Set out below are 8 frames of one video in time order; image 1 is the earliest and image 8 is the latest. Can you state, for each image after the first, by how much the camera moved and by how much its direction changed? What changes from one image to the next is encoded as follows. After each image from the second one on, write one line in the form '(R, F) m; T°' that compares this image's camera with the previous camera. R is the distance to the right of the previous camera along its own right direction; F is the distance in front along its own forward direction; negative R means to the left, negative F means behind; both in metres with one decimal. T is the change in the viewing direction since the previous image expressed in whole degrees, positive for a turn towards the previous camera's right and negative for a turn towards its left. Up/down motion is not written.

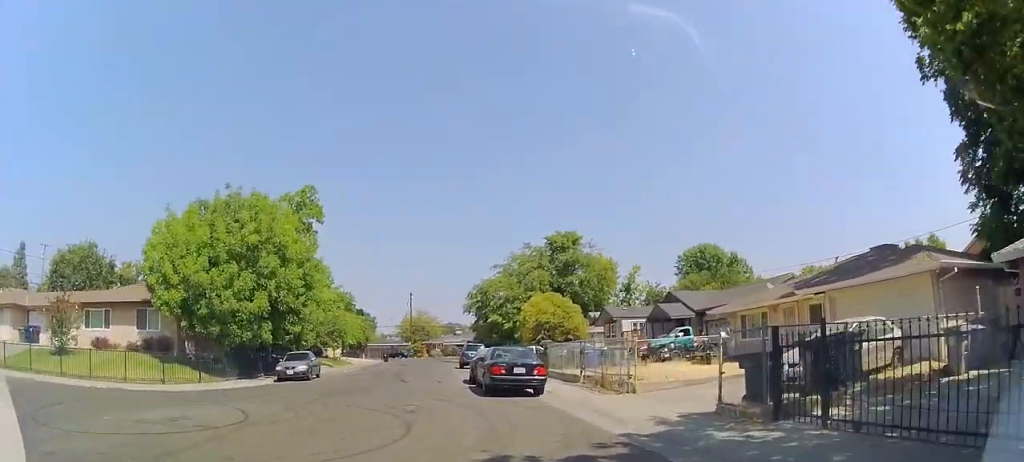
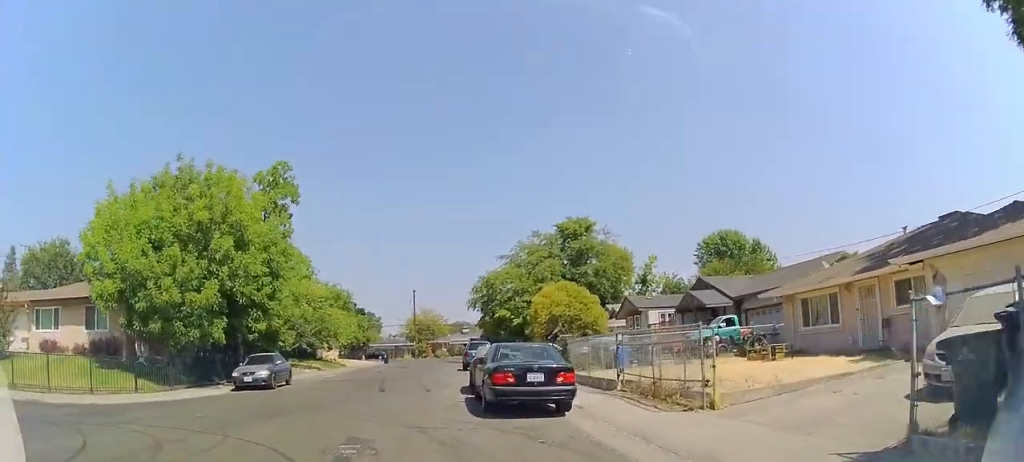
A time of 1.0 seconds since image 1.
(-0.1, +5.7) m; -4°
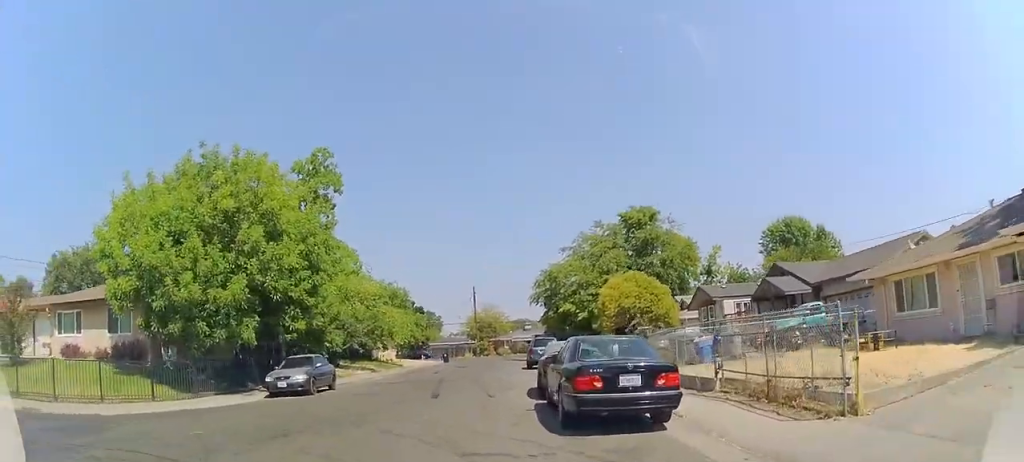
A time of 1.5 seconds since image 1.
(-0.2, +2.7) m; -3°
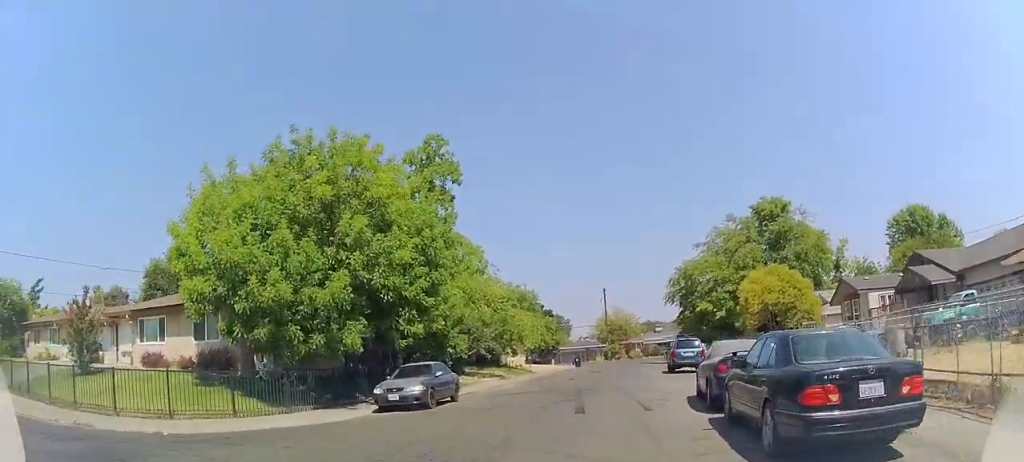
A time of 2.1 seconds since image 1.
(-0.1, +3.0) m; -9°
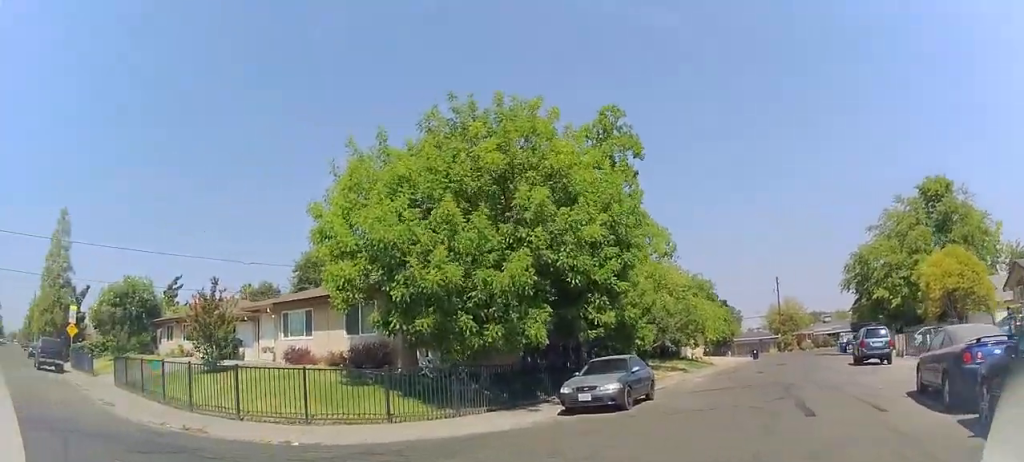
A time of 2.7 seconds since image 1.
(+0.4, +2.7) m; -12°
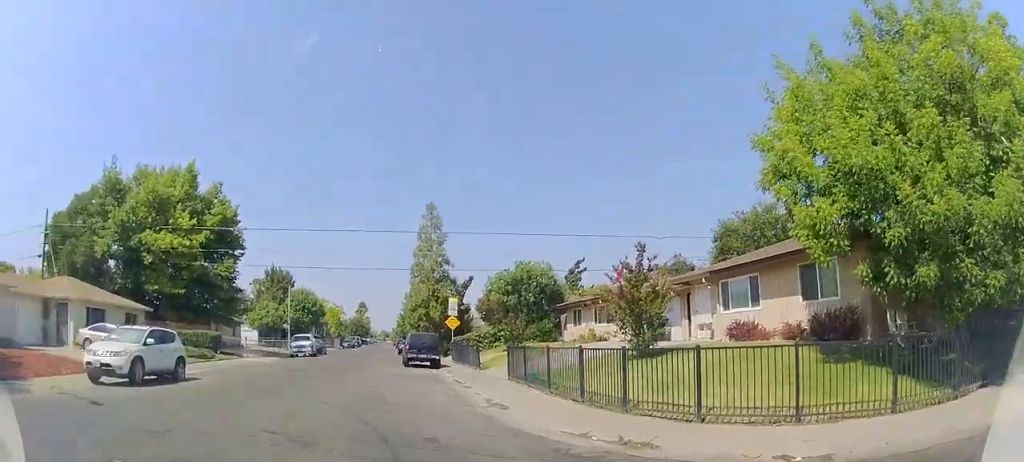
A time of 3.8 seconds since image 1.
(-1.6, +3.5) m; -53°
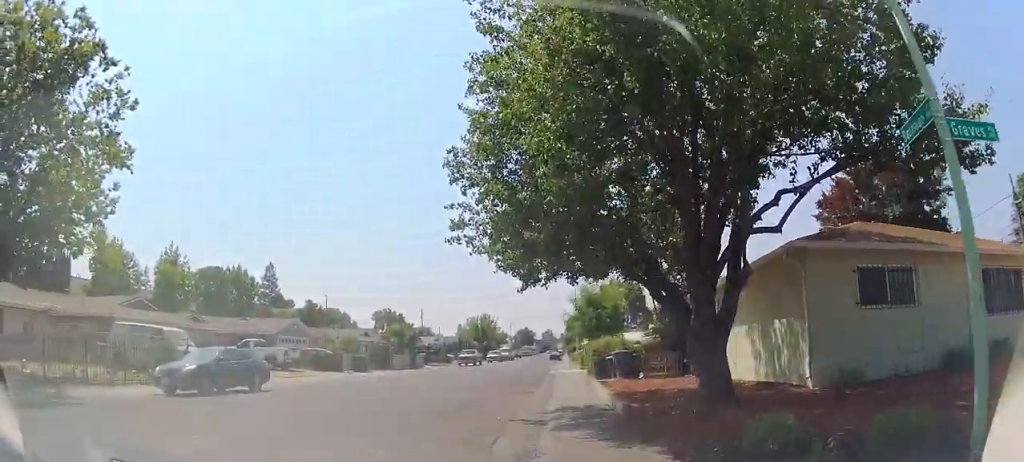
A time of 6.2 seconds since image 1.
(-6.9, +2.1) m; -106°
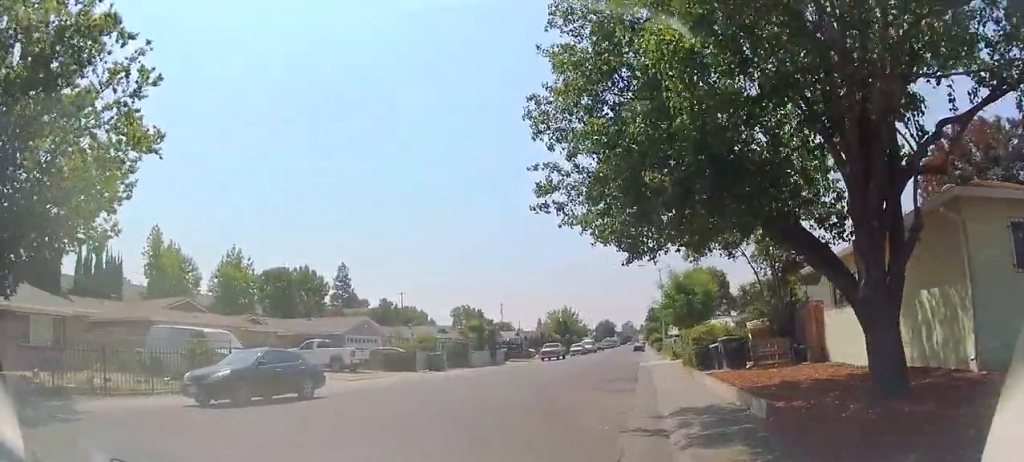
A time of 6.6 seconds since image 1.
(-0.2, +2.3) m; -7°
